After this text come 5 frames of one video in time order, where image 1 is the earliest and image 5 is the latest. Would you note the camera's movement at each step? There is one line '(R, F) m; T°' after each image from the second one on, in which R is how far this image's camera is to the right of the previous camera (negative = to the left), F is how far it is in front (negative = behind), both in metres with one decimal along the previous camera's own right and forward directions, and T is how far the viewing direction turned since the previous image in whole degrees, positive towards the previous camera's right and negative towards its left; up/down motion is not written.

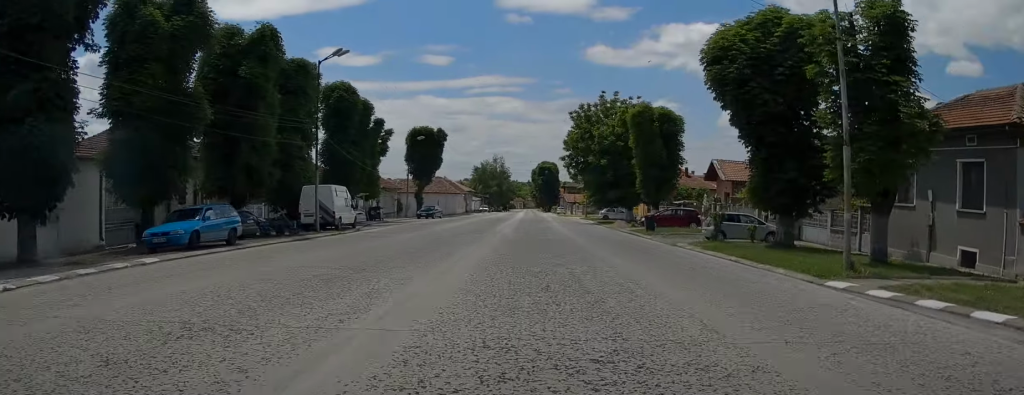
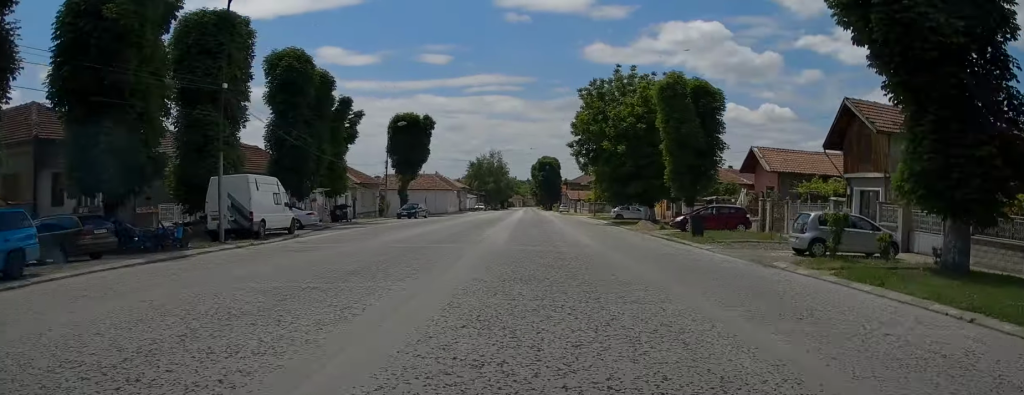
(-0.2, +10.5) m; 0°
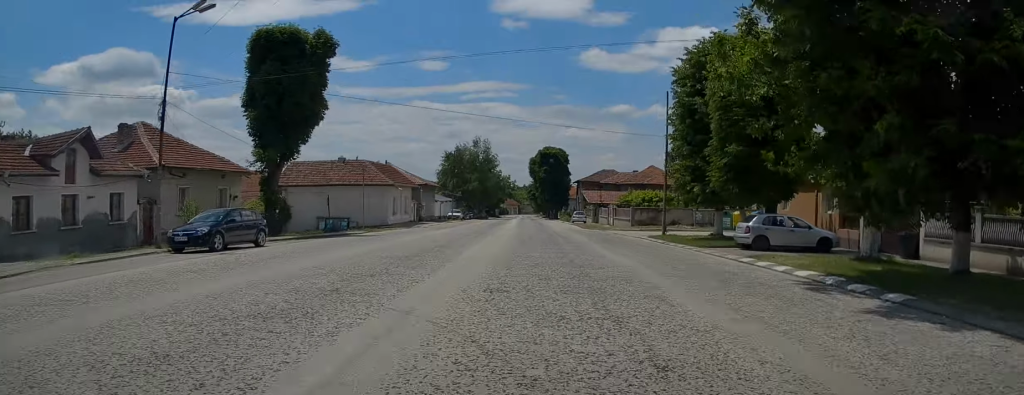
(+1.0, +37.2) m; +1°
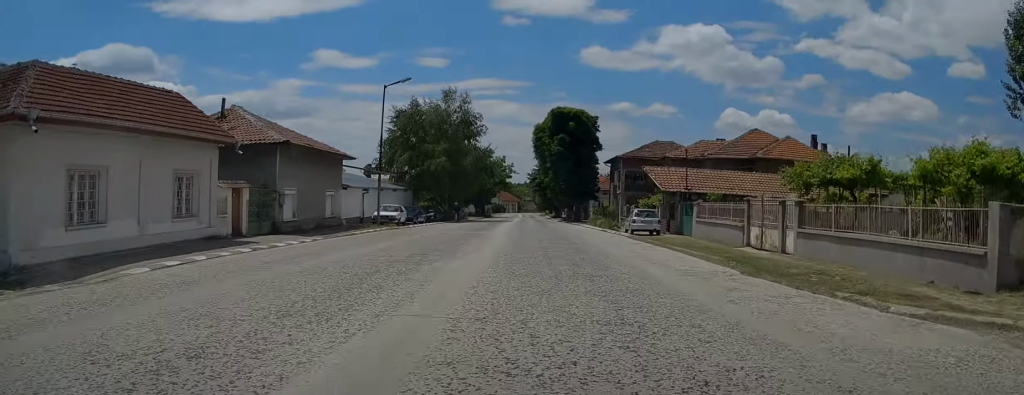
(-0.9, +39.7) m; 0°
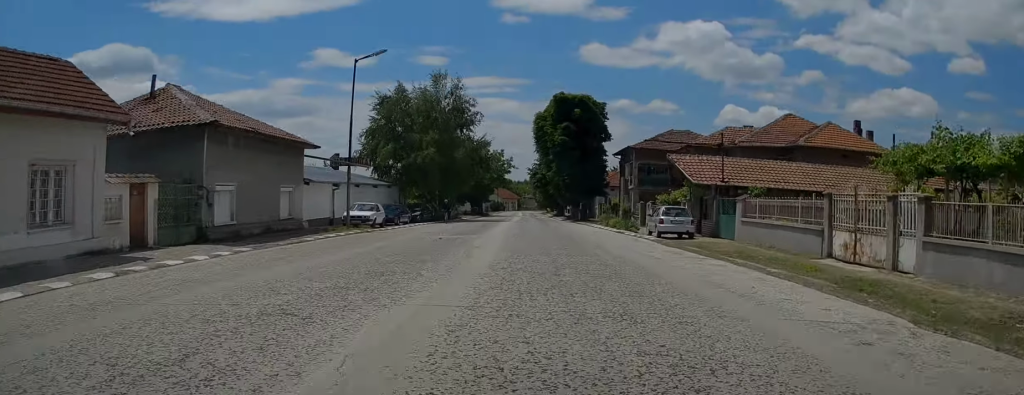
(+0.1, +6.7) m; 0°
